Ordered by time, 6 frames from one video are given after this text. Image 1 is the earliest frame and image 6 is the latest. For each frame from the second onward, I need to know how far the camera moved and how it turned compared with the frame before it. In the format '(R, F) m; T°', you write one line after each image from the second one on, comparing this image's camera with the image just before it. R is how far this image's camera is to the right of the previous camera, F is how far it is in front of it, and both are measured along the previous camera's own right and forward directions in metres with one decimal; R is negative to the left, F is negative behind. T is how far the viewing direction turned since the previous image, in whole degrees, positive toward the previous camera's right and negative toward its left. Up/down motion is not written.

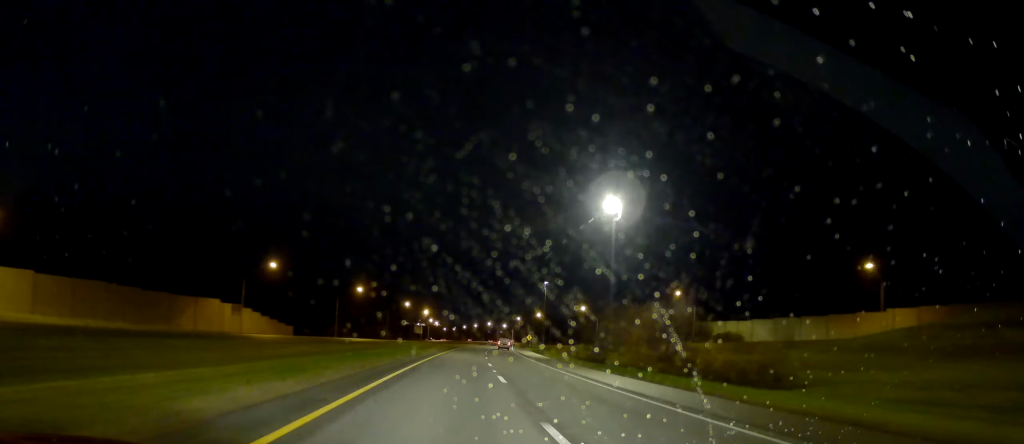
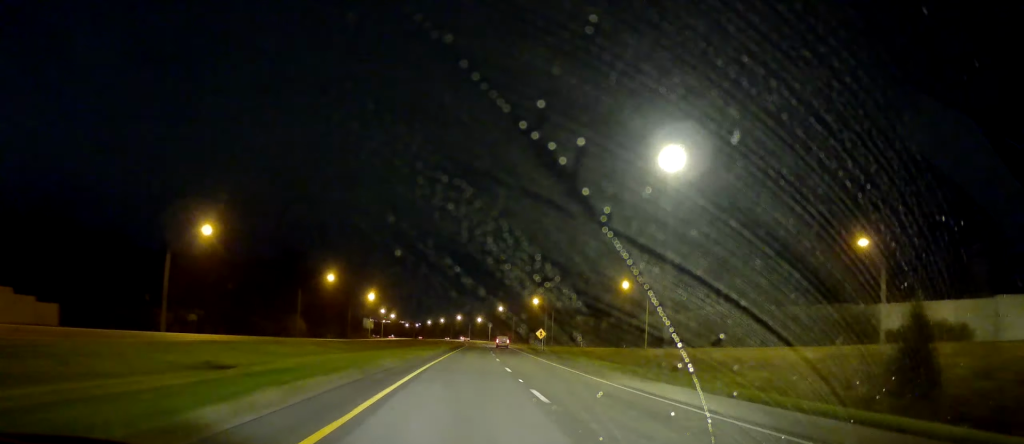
(+1.6, +76.8) m; +3°
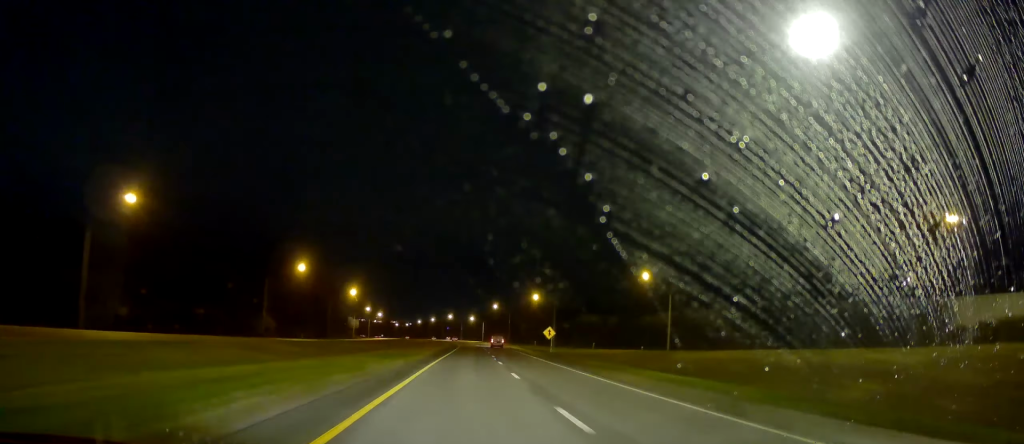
(-0.1, +16.8) m; +1°
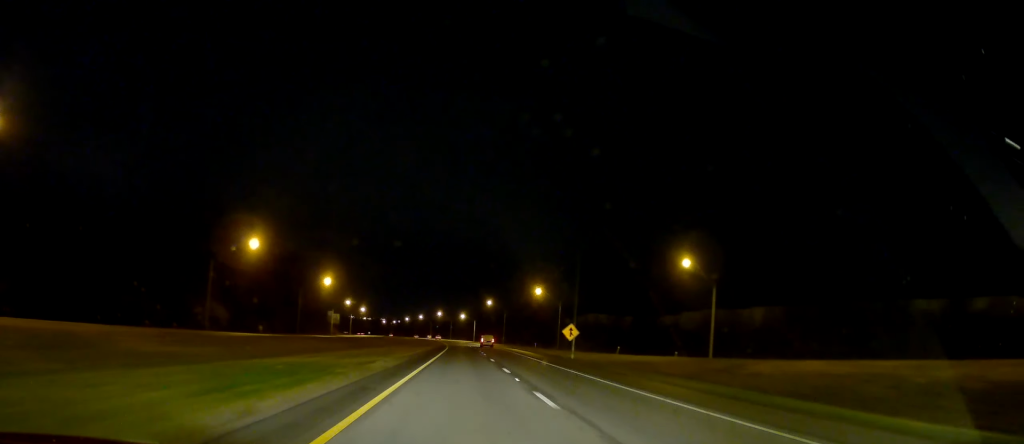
(+0.3, +22.1) m; +1°
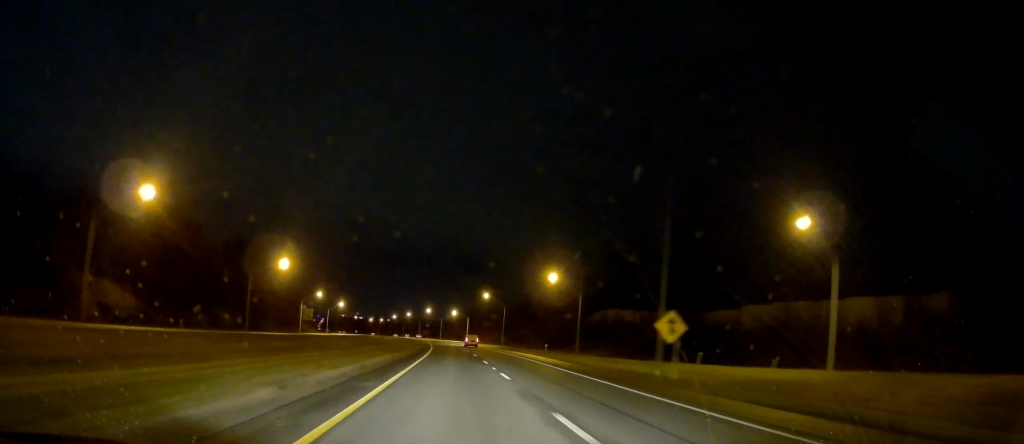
(+0.6, +29.4) m; +1°
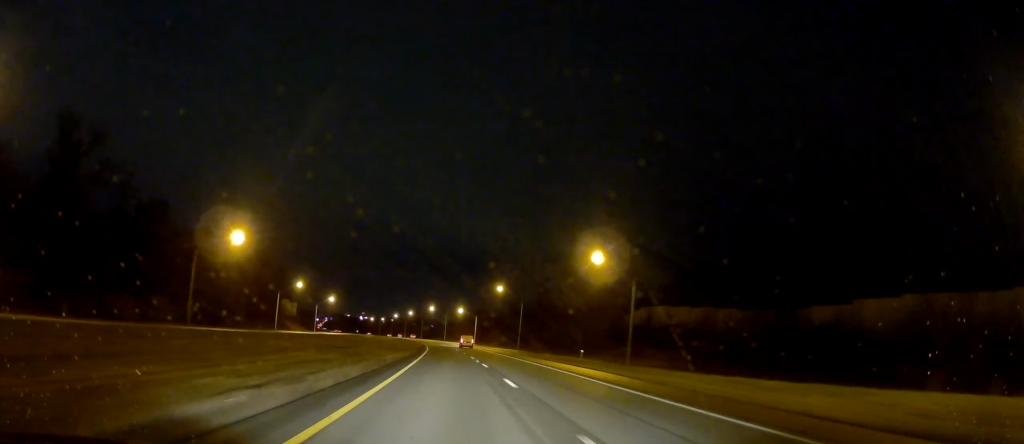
(+0.1, +27.0) m; 0°
